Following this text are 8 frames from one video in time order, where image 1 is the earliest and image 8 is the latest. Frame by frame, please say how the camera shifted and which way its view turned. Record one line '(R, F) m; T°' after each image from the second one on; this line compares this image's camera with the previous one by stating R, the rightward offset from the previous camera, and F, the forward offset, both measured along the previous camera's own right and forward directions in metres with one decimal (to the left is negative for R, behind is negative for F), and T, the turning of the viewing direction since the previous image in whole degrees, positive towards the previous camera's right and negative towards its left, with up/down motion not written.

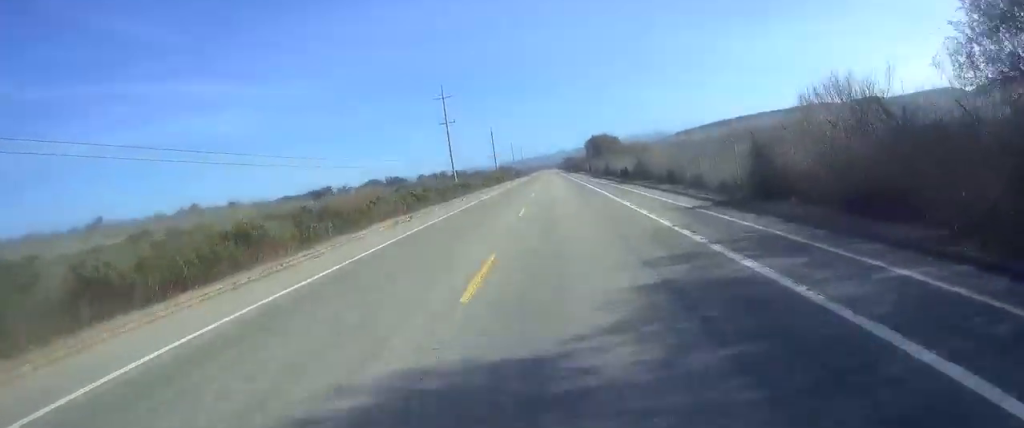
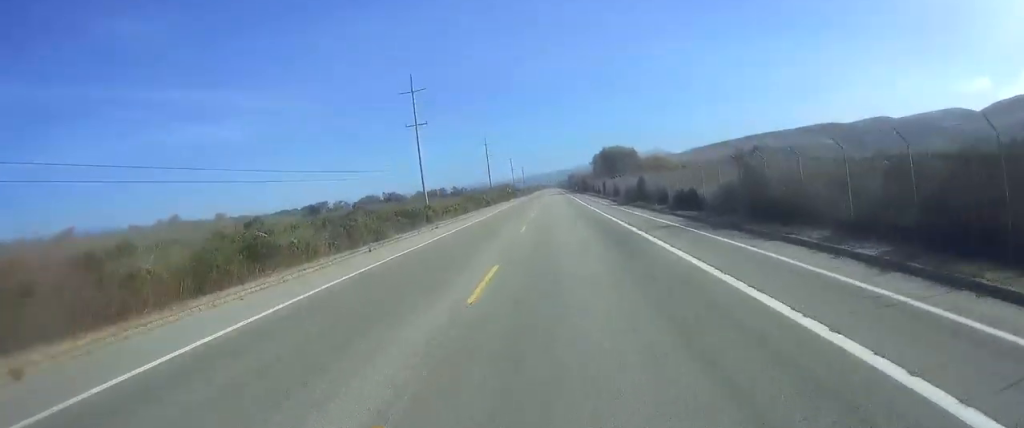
(-0.1, +27.8) m; 0°
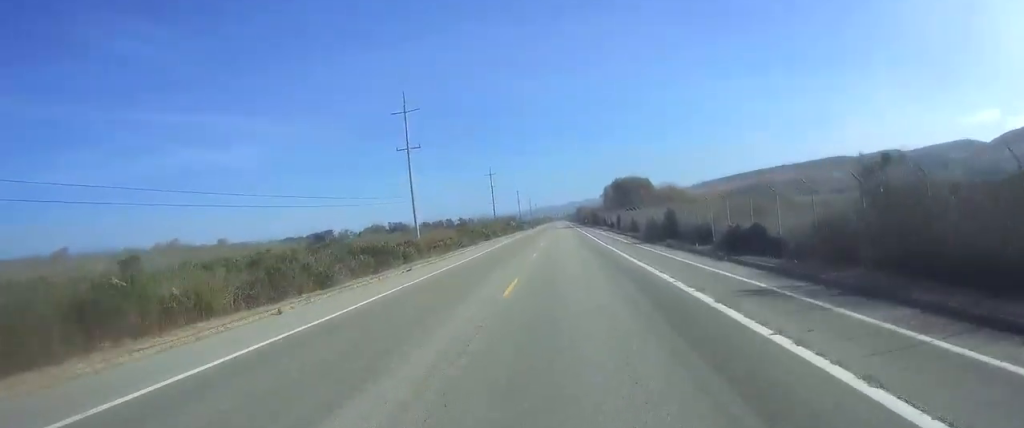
(0.0, +9.5) m; 0°
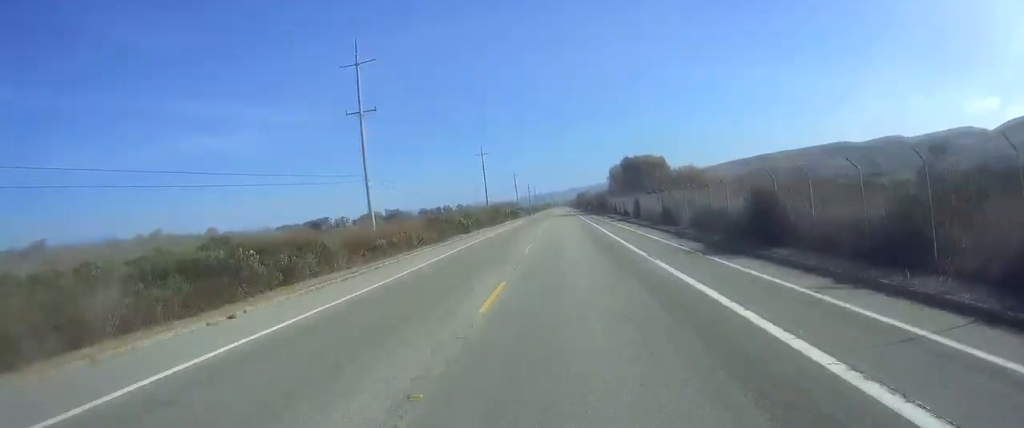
(-0.1, +18.4) m; -1°
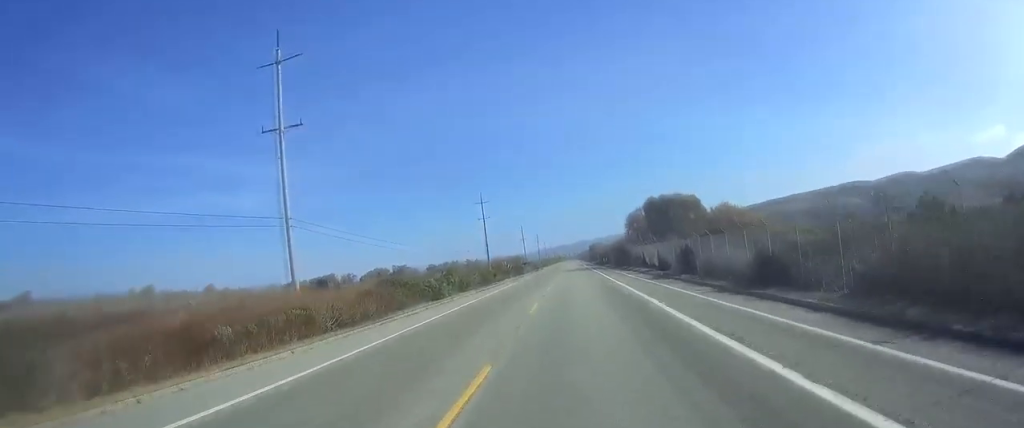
(-0.2, +19.2) m; -1°
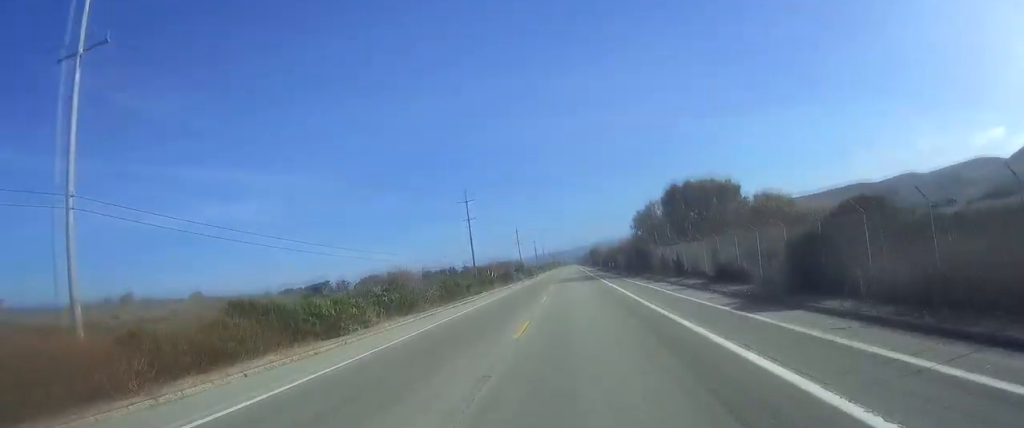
(-0.2, +19.9) m; -1°
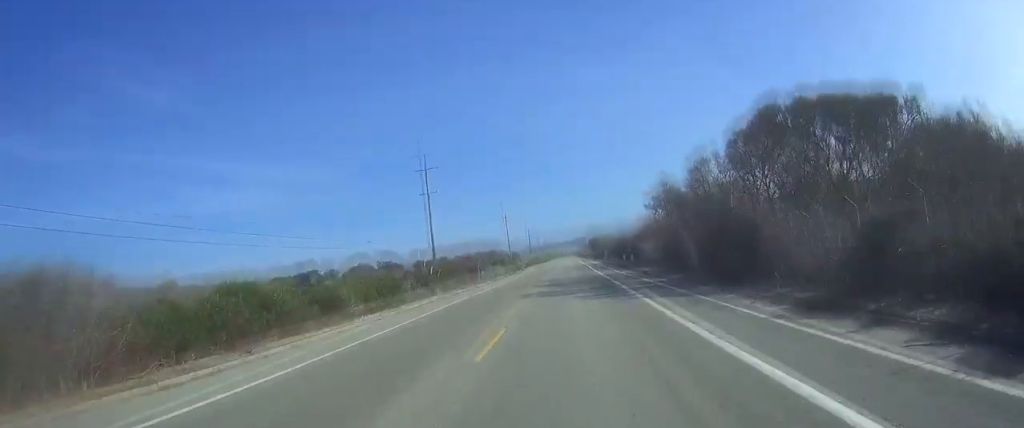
(+0.5, +33.0) m; 0°
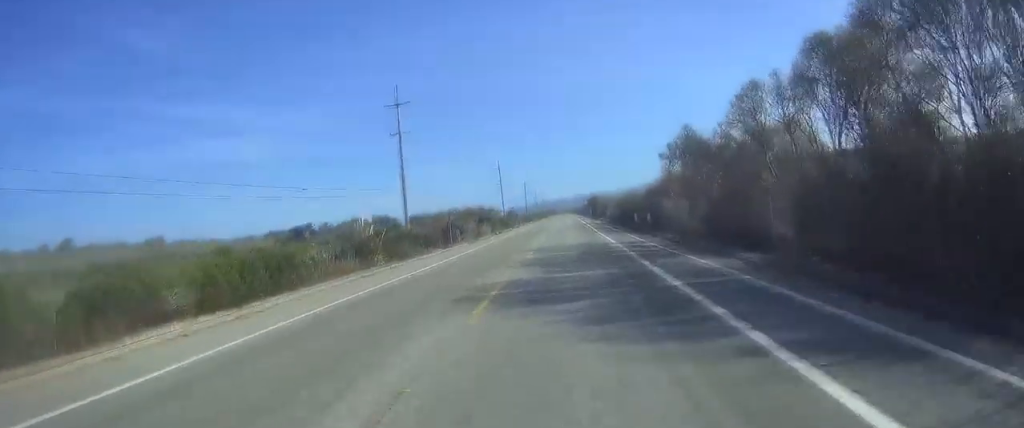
(+0.1, +14.4) m; 0°
